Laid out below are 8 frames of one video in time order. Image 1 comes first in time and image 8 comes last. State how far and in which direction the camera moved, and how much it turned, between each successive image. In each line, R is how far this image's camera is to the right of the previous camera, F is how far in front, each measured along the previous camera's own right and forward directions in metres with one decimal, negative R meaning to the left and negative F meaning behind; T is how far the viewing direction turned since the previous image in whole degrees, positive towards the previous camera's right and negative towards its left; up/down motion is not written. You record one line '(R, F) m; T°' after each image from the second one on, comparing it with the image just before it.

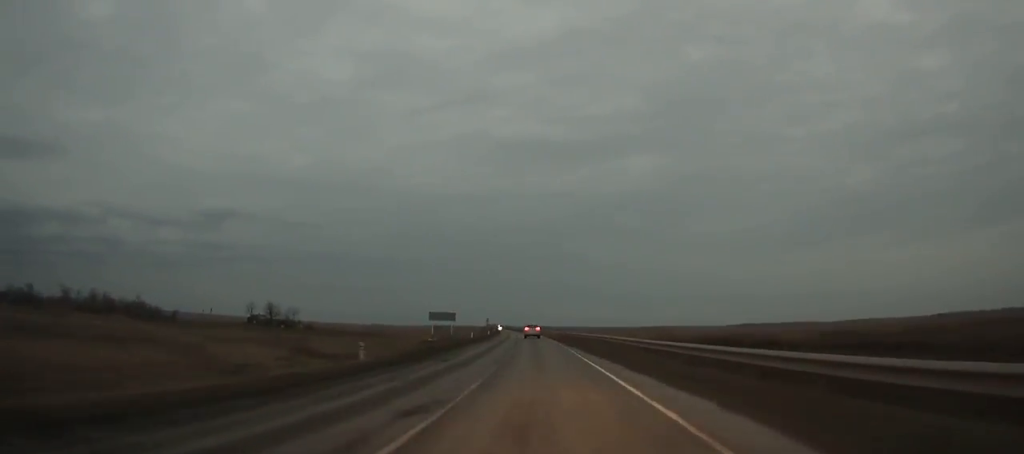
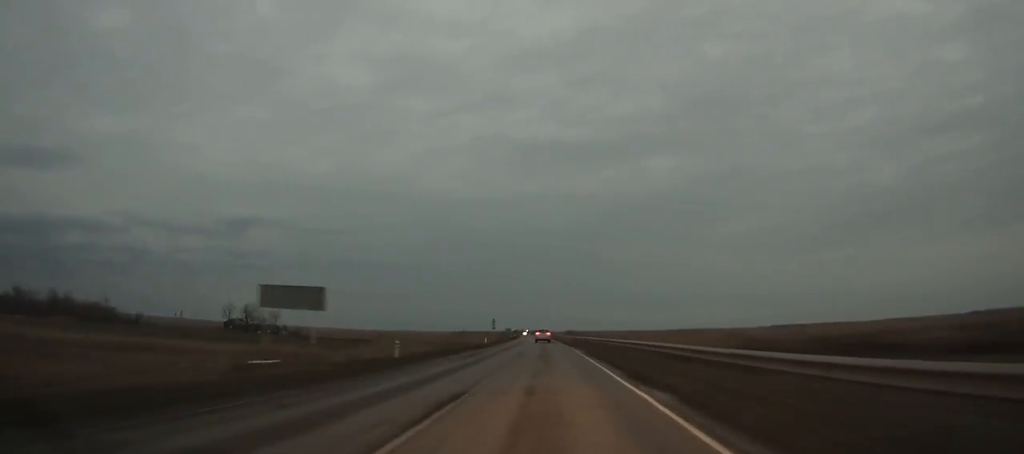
(-1.2, +44.1) m; -2°
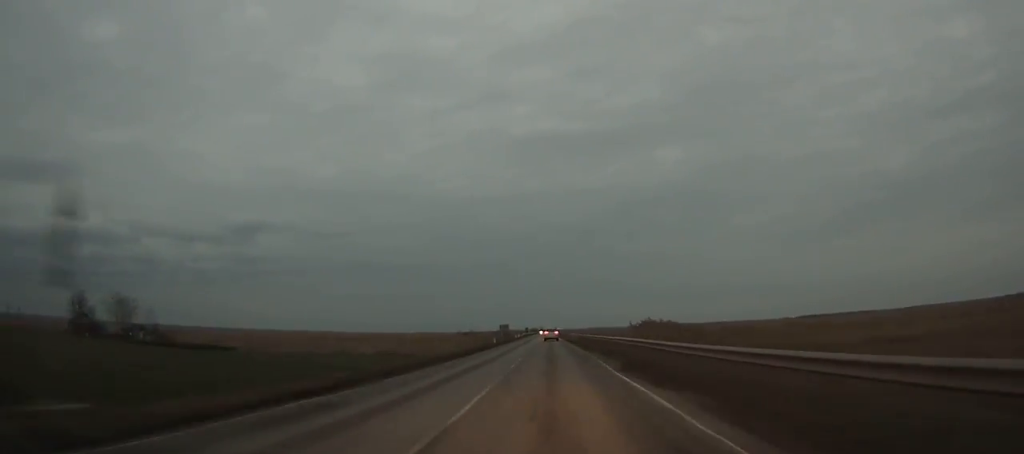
(-2.2, +93.4) m; -2°
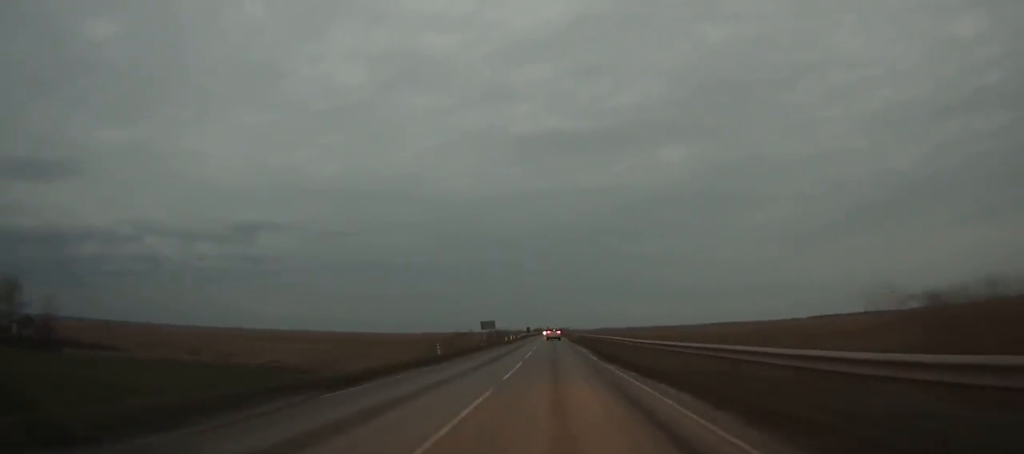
(-0.1, +39.8) m; 0°
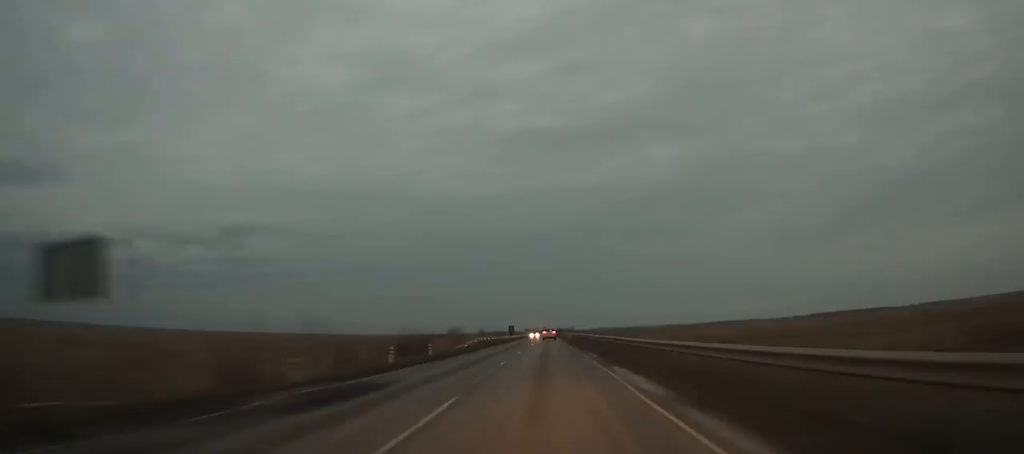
(-0.1, +72.1) m; 0°
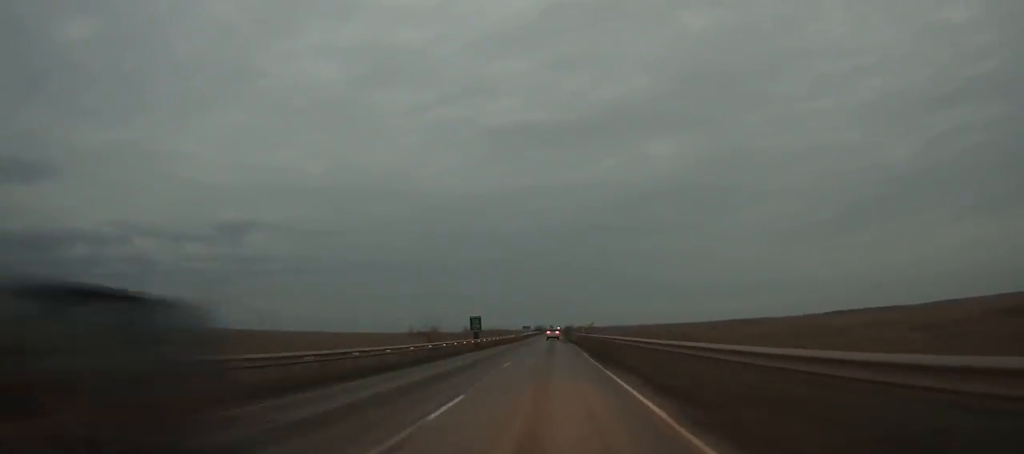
(-0.2, +71.1) m; 0°
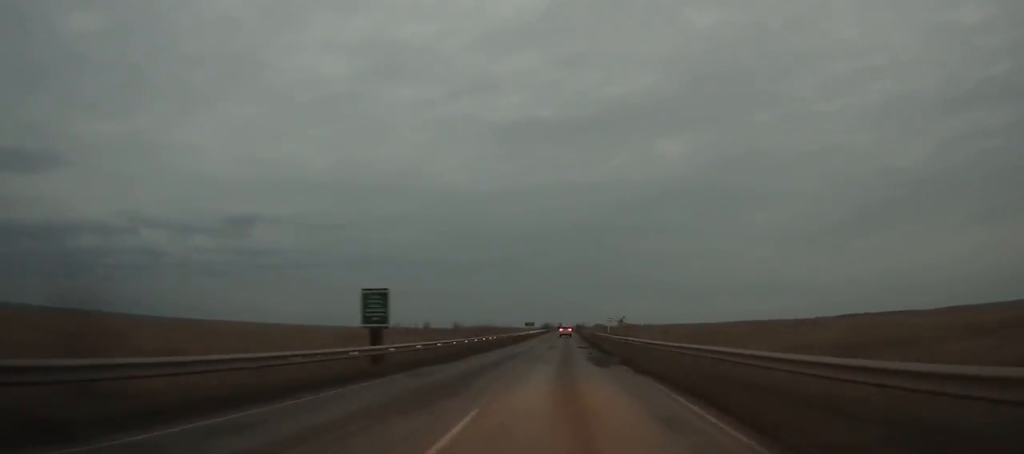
(-0.3, +38.7) m; 0°
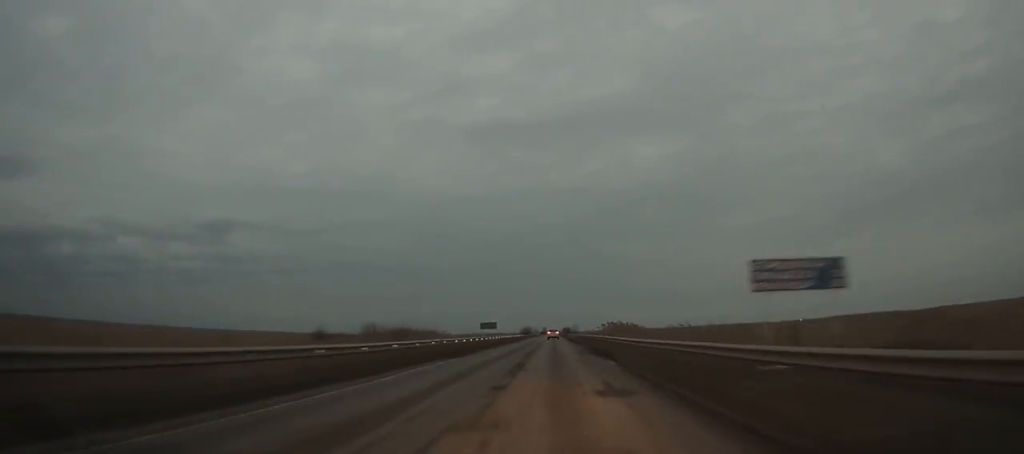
(+0.6, +64.9) m; 0°
